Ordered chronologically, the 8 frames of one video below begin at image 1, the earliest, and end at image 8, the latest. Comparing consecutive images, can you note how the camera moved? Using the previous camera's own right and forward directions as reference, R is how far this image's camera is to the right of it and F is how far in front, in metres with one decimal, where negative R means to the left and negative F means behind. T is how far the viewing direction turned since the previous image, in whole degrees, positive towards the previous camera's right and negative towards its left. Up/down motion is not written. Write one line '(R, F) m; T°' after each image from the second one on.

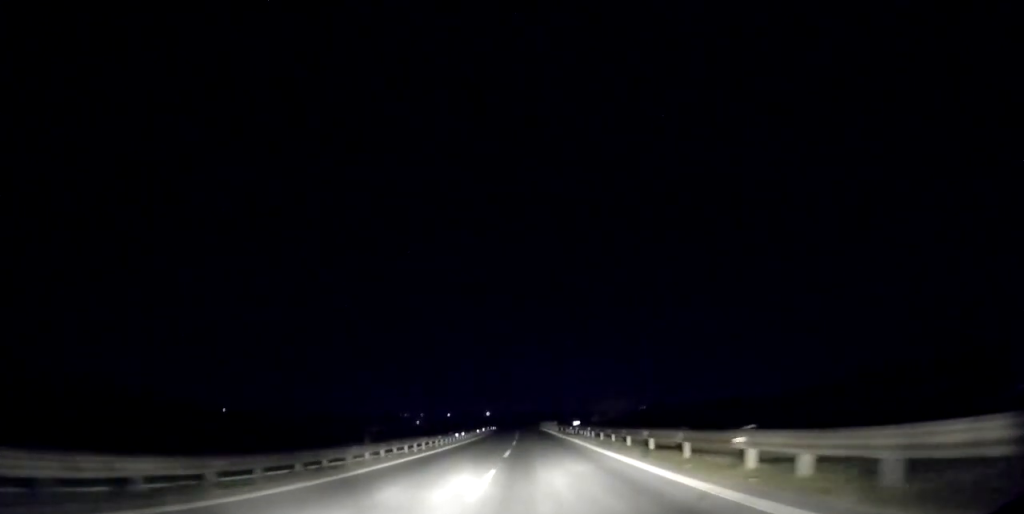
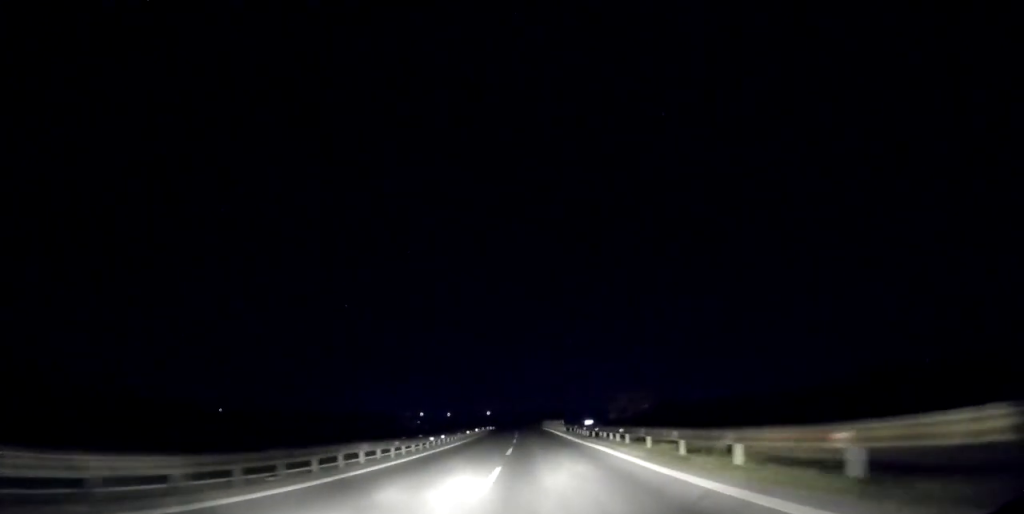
(+0.1, +11.0) m; 0°
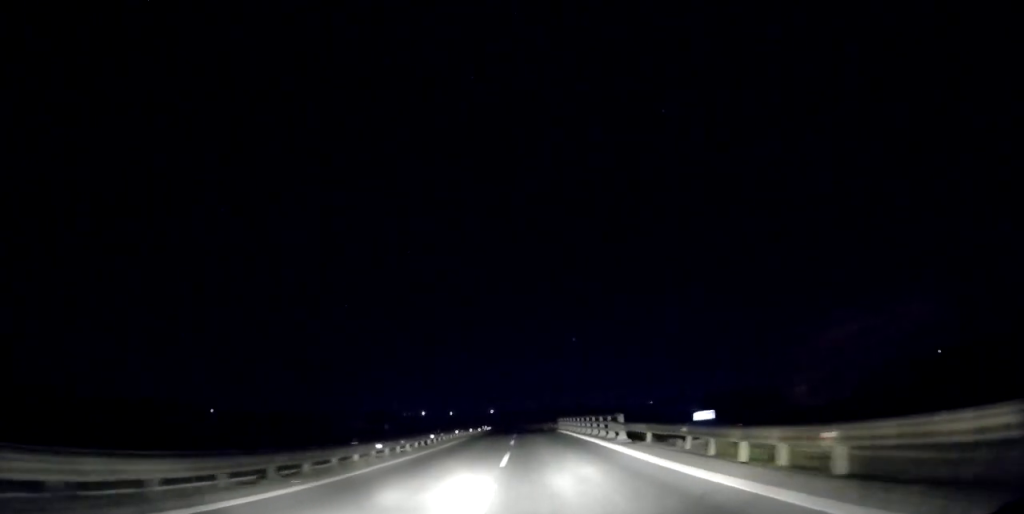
(-0.4, +31.1) m; -2°
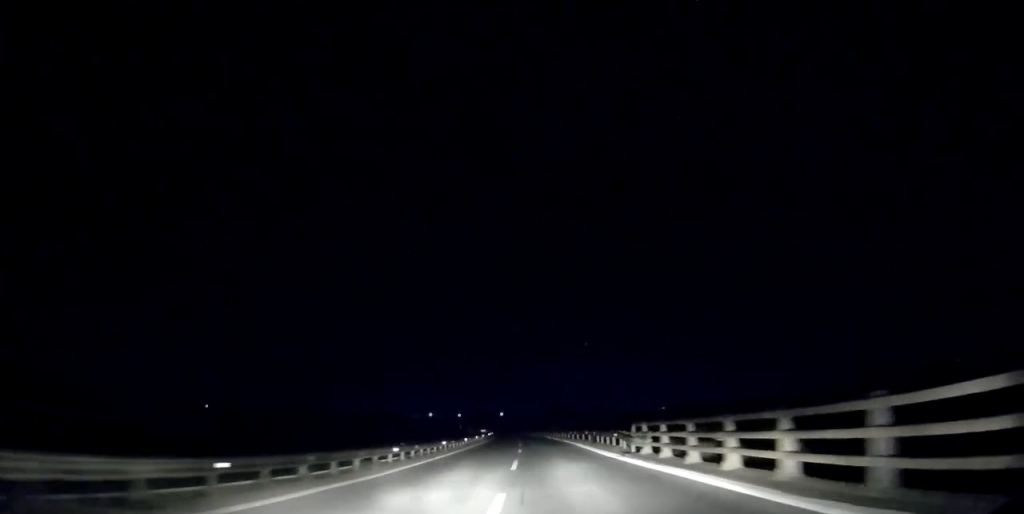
(-0.3, +34.4) m; -1°
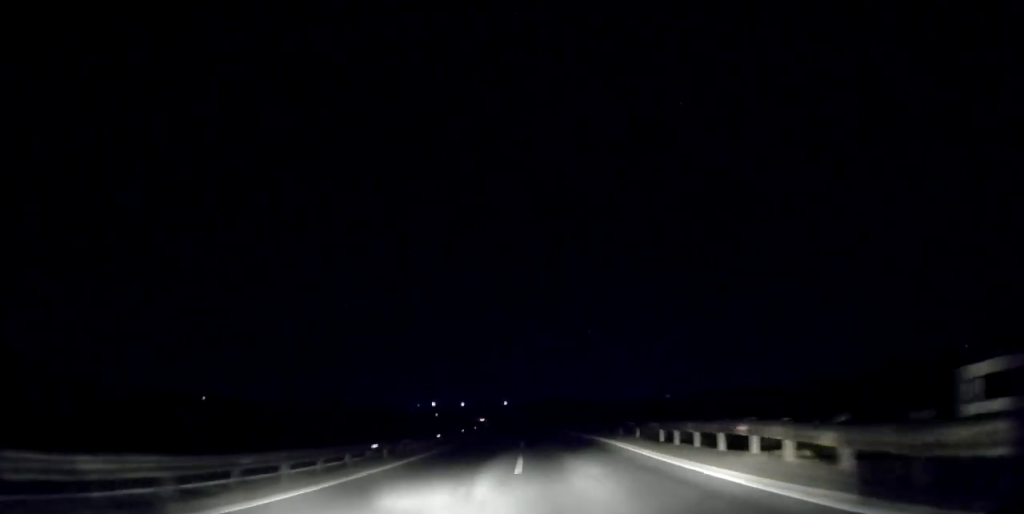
(-0.1, +15.8) m; -1°
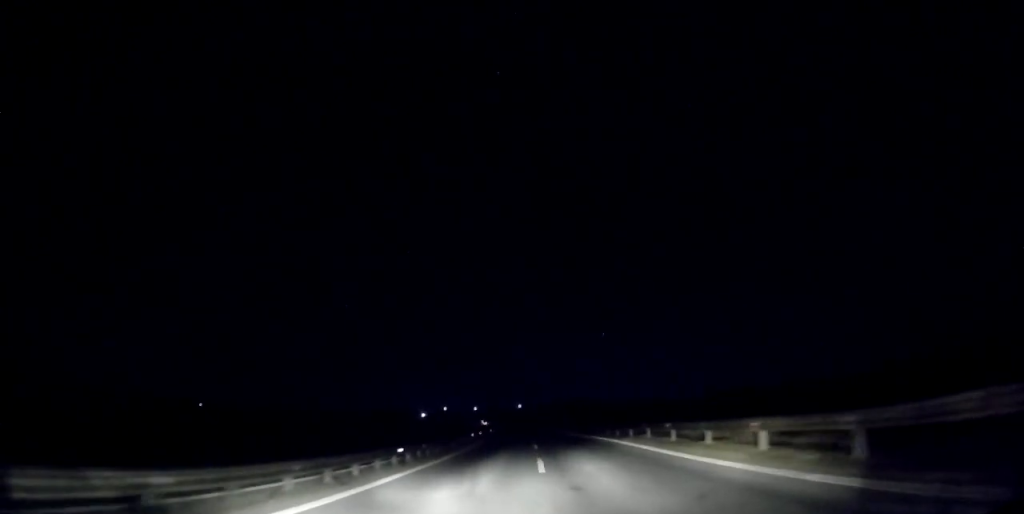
(-0.8, +35.2) m; -1°
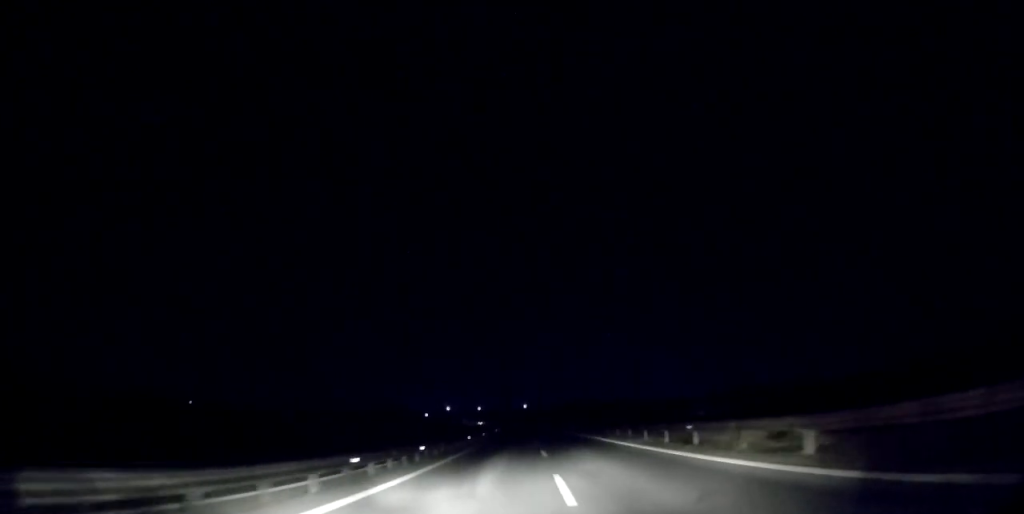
(+0.6, +29.3) m; 0°
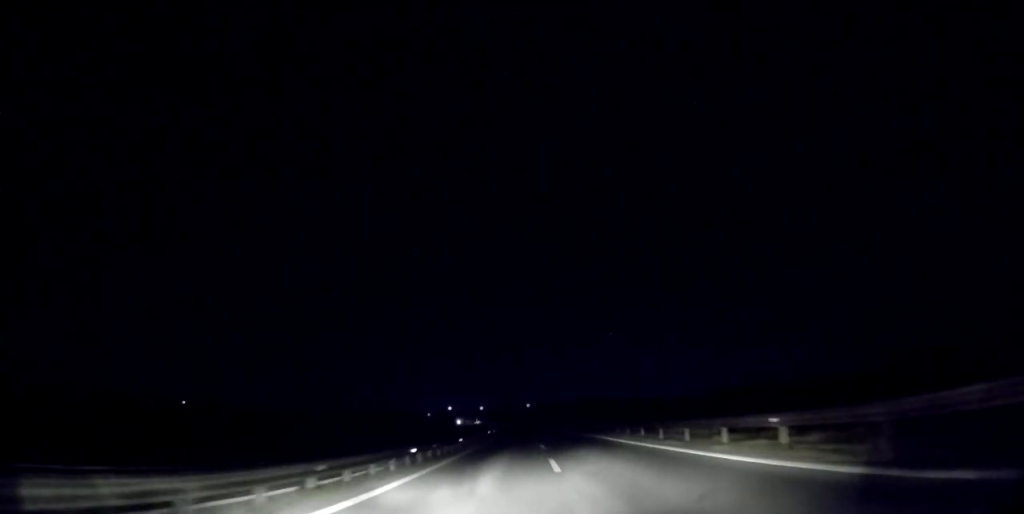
(-0.6, +18.8) m; 0°
